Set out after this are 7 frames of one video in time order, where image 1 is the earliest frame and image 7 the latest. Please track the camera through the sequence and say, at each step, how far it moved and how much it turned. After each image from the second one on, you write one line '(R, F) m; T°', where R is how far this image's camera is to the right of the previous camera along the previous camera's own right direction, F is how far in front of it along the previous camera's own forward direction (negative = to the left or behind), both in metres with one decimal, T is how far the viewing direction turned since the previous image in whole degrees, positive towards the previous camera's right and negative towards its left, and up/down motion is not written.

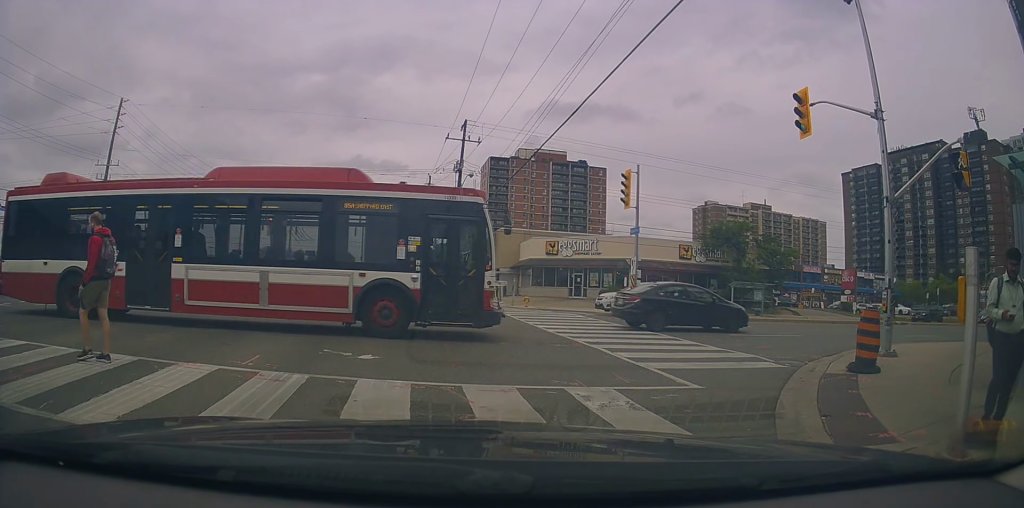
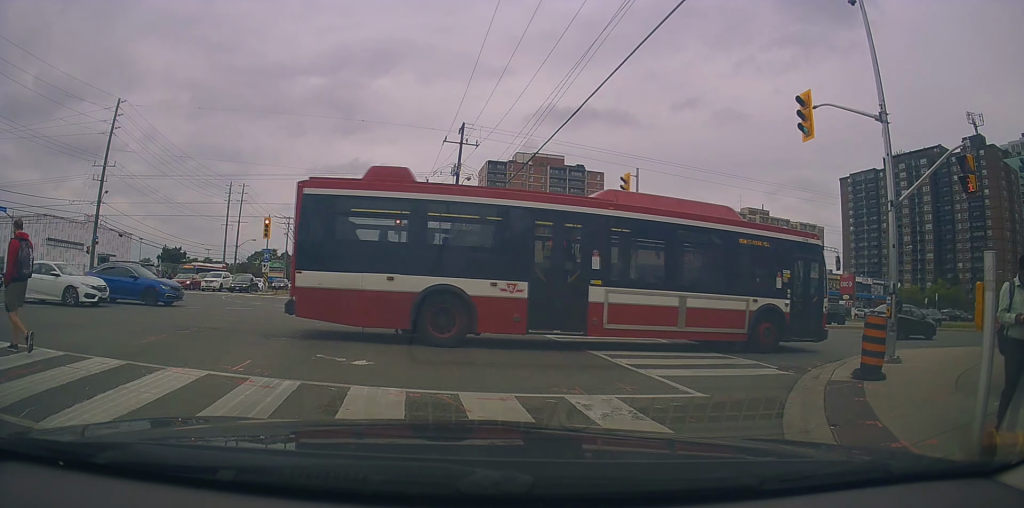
(-0.3, +0.8) m; 0°
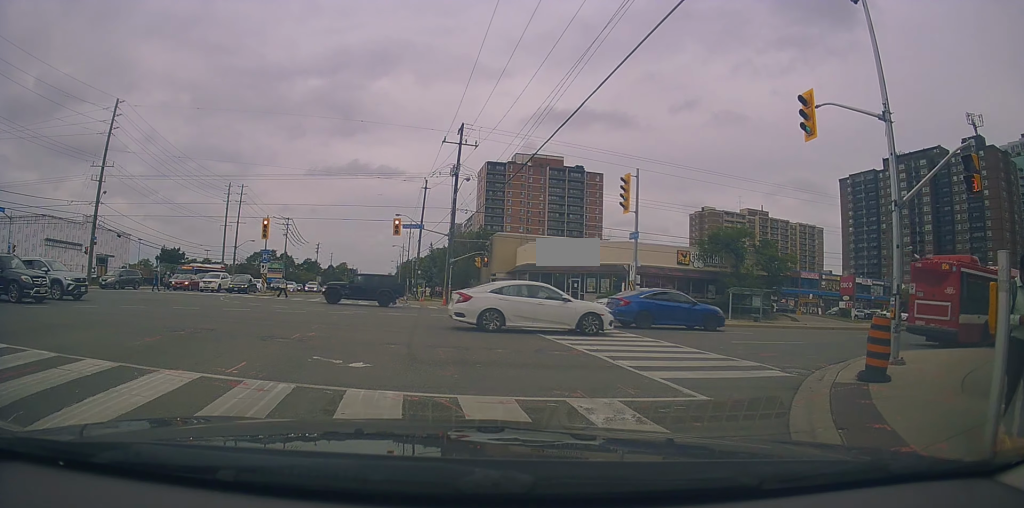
(0.0, +0.4) m; 0°
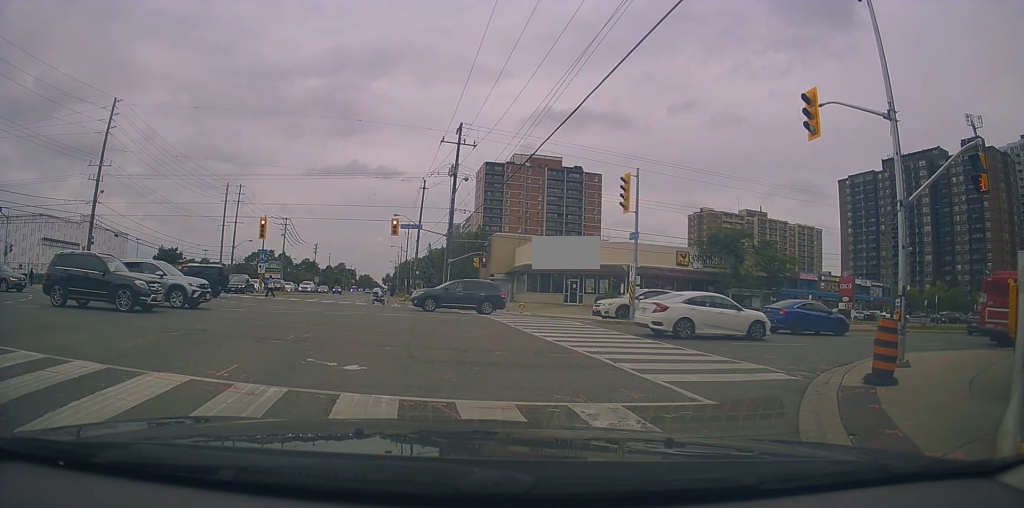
(0.0, 0.0) m; 0°
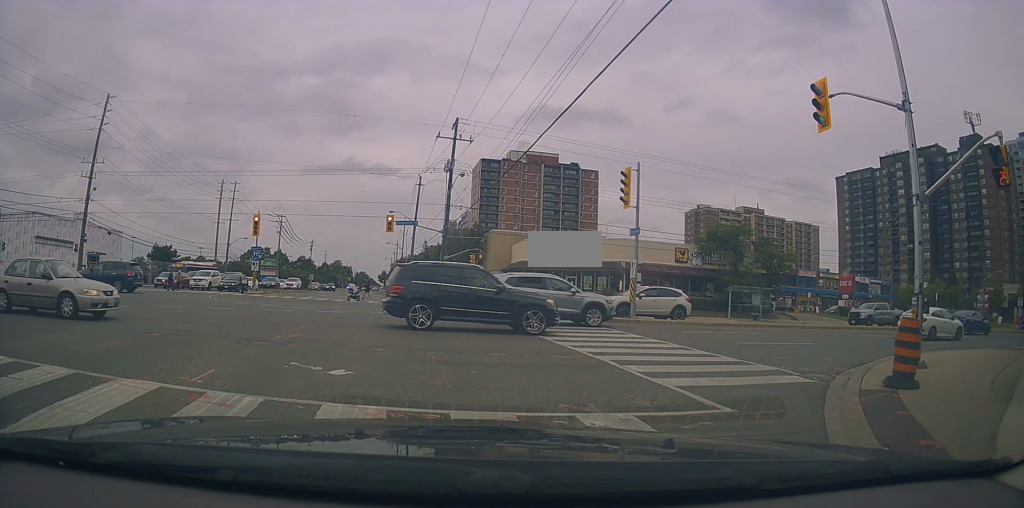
(+0.1, +0.3) m; 0°
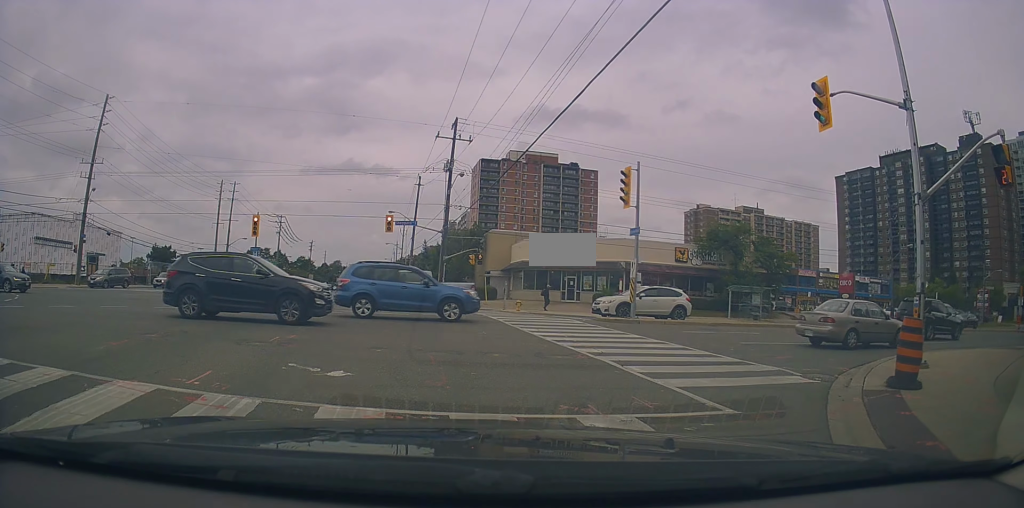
(+0.1, +0.3) m; 0°
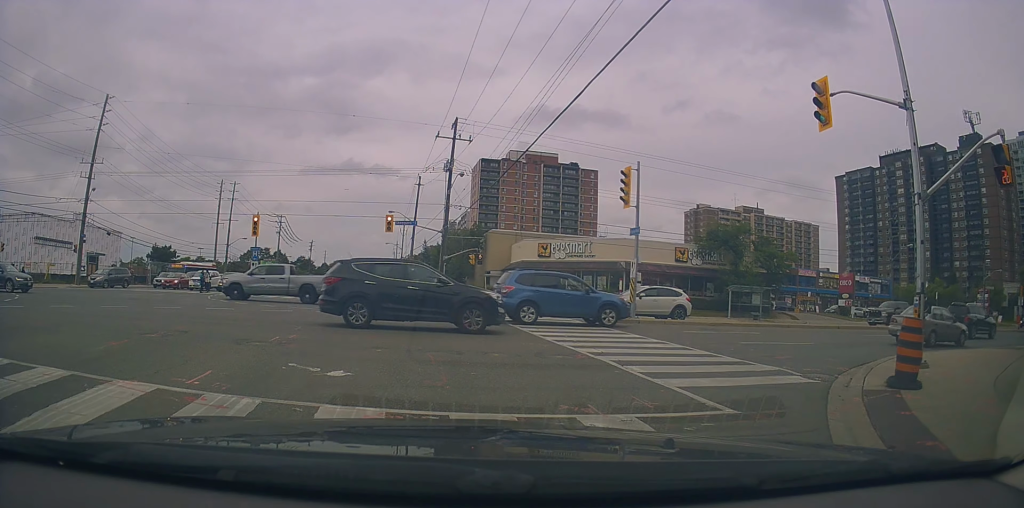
(0.0, 0.0) m; 0°
